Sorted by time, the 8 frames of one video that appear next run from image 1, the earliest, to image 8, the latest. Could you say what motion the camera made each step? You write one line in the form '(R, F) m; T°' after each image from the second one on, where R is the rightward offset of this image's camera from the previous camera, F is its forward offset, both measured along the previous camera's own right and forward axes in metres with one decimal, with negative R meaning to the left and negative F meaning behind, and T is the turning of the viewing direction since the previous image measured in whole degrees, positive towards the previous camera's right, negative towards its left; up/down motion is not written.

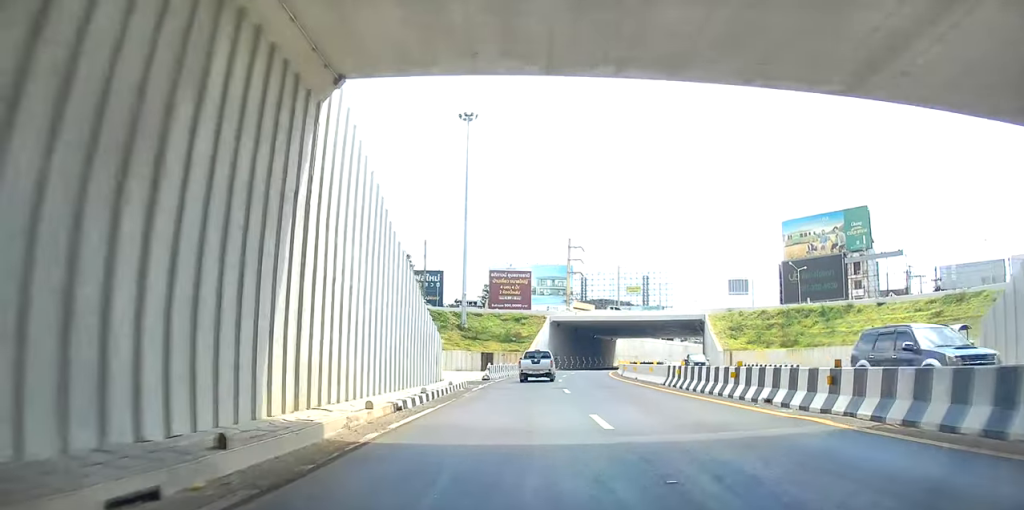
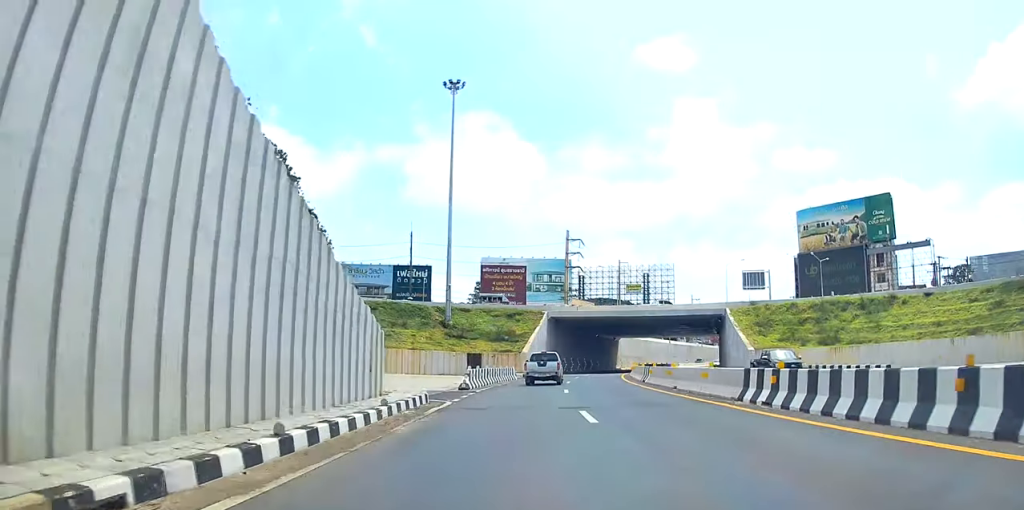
(0.0, +10.0) m; 0°
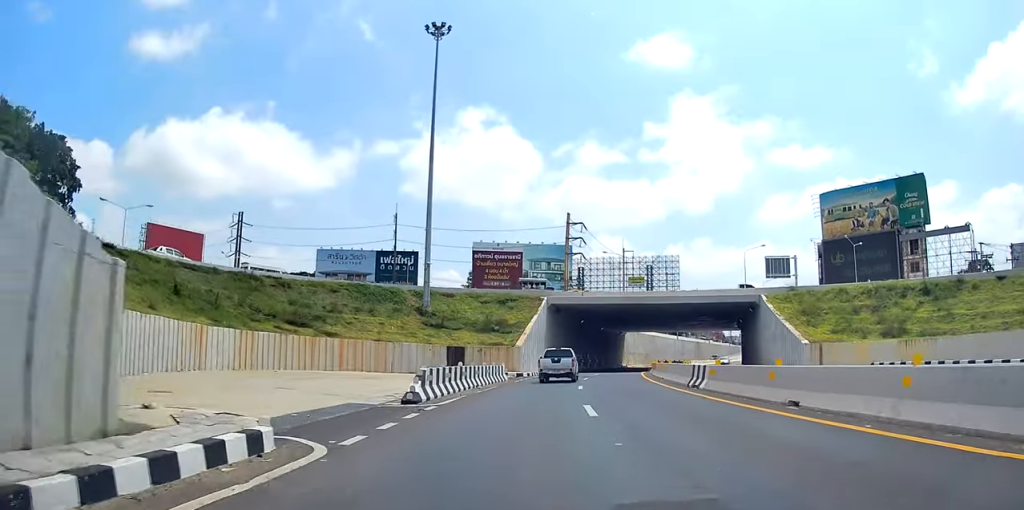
(+0.1, +11.8) m; 0°
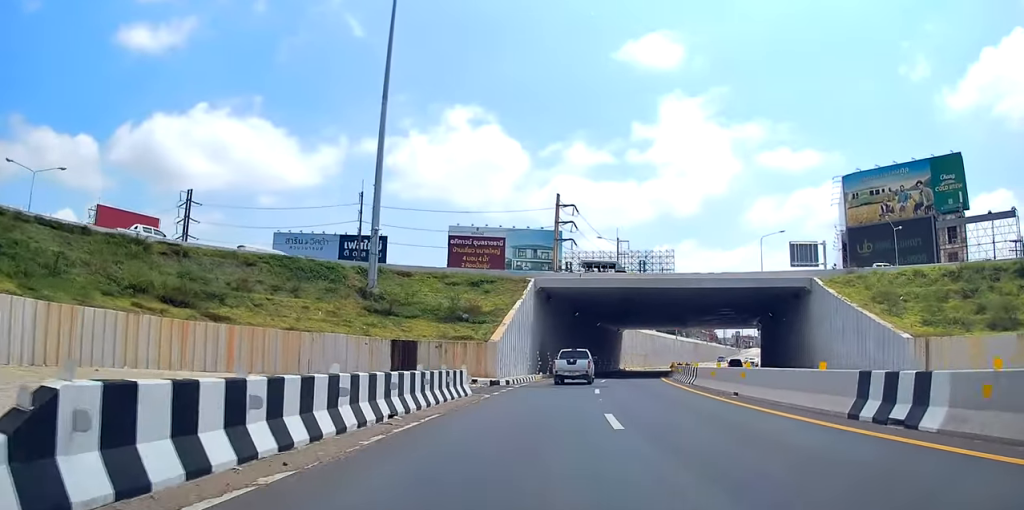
(-0.3, +13.9) m; +1°
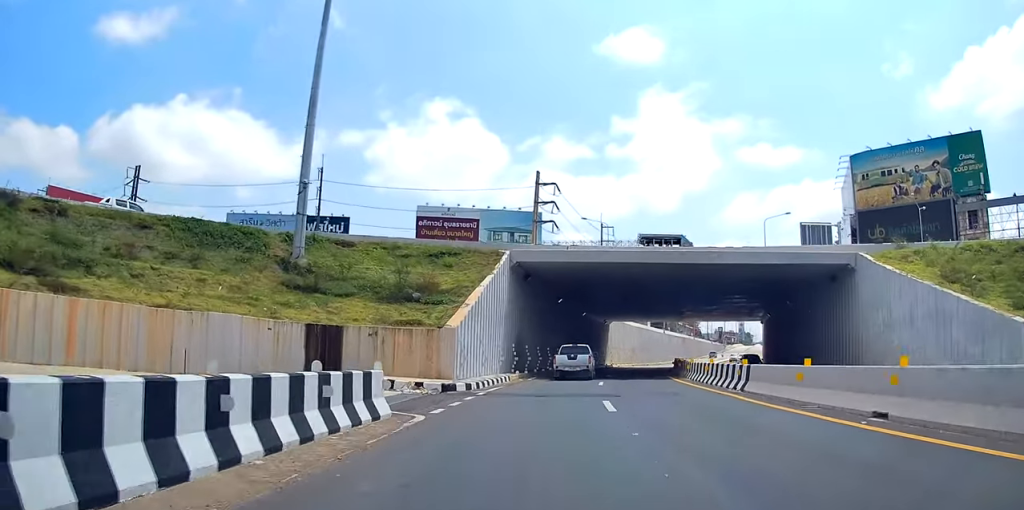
(+0.4, +9.7) m; +2°
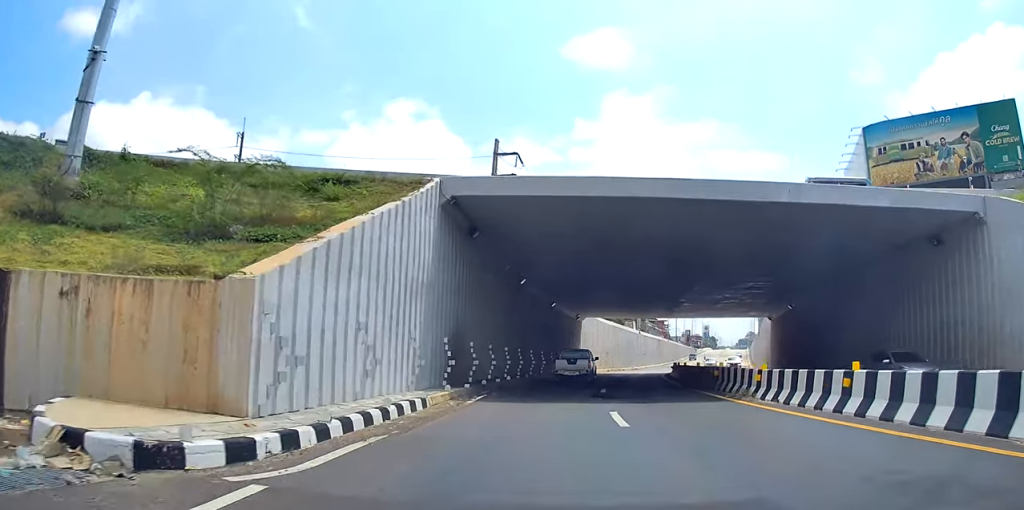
(+0.1, +15.3) m; +2°
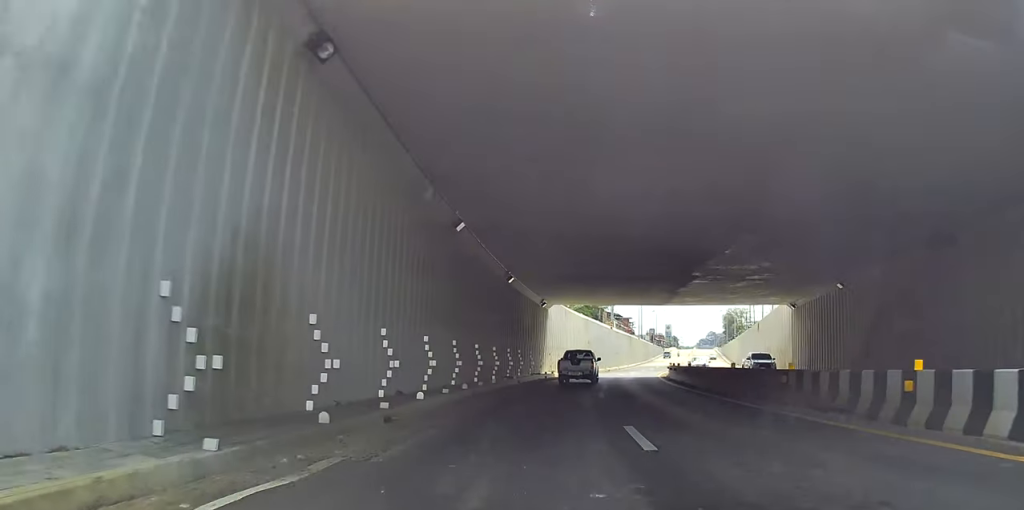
(+0.6, +15.6) m; +2°
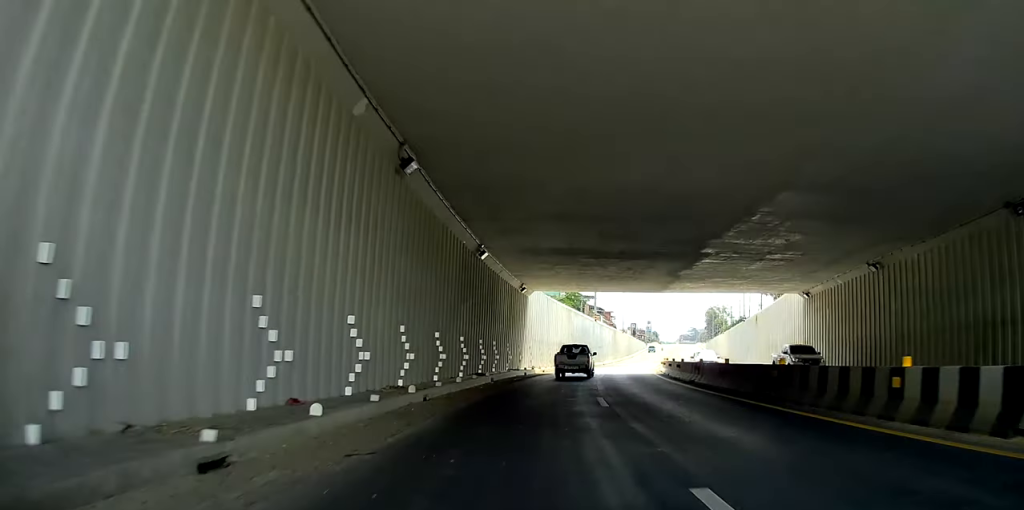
(0.0, +6.6) m; 0°
